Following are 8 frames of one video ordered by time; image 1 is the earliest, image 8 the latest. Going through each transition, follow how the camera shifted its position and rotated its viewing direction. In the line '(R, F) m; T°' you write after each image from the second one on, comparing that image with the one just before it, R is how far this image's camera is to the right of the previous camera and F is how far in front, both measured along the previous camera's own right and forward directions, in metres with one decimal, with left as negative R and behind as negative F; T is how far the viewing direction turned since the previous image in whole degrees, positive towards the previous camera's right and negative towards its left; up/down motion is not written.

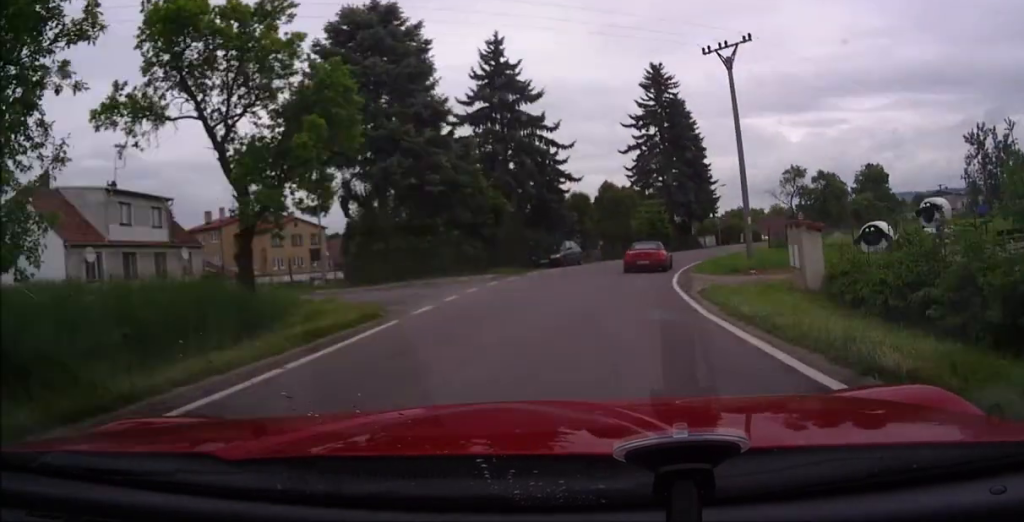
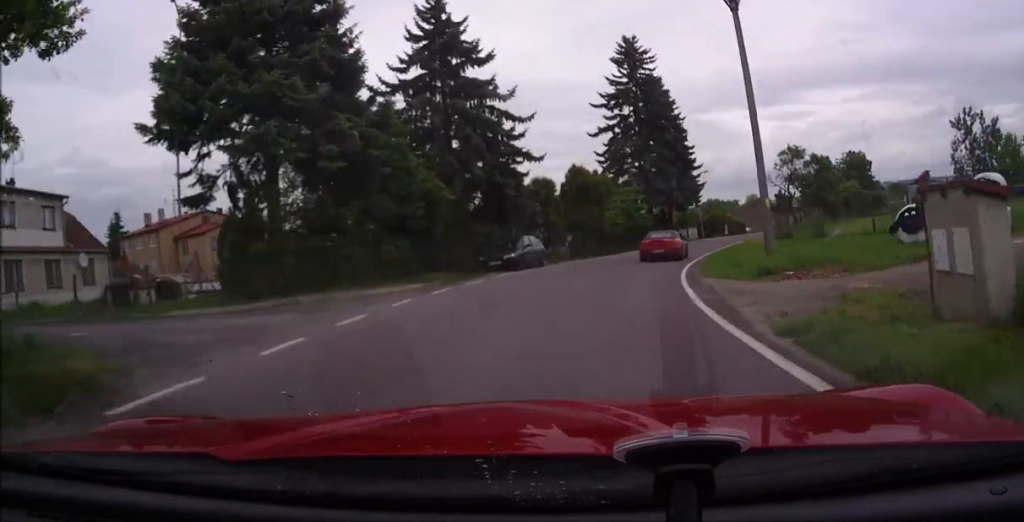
(0.0, +8.0) m; 0°
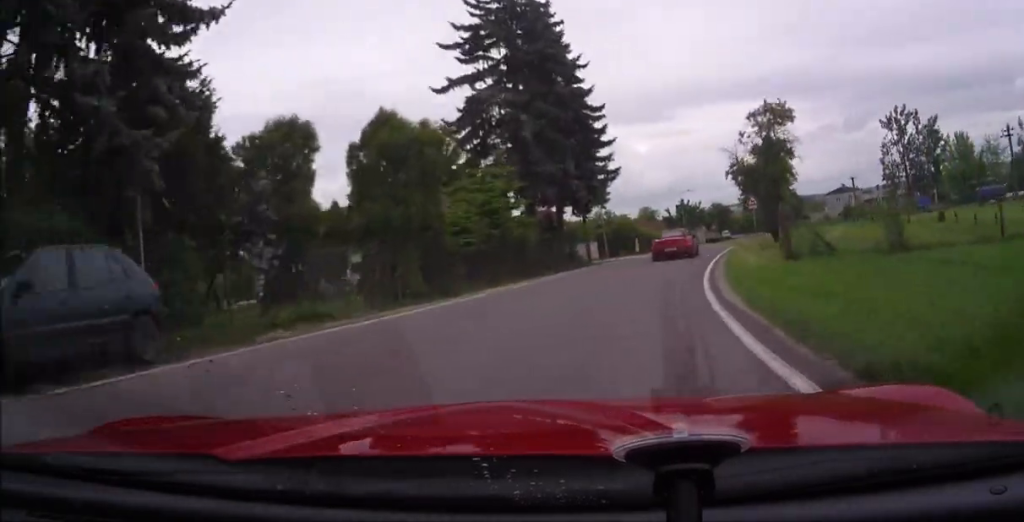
(0.0, +21.3) m; 0°
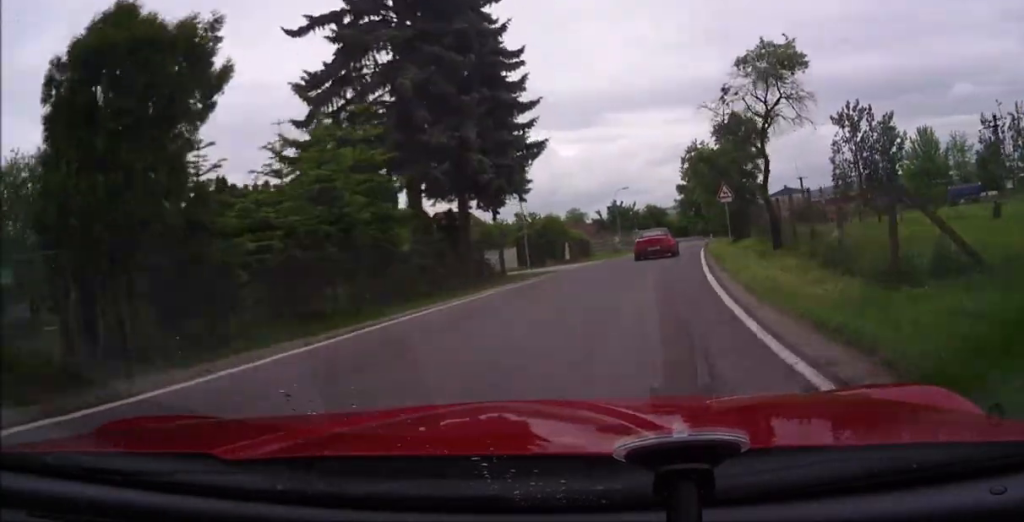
(0.0, +10.5) m; +1°
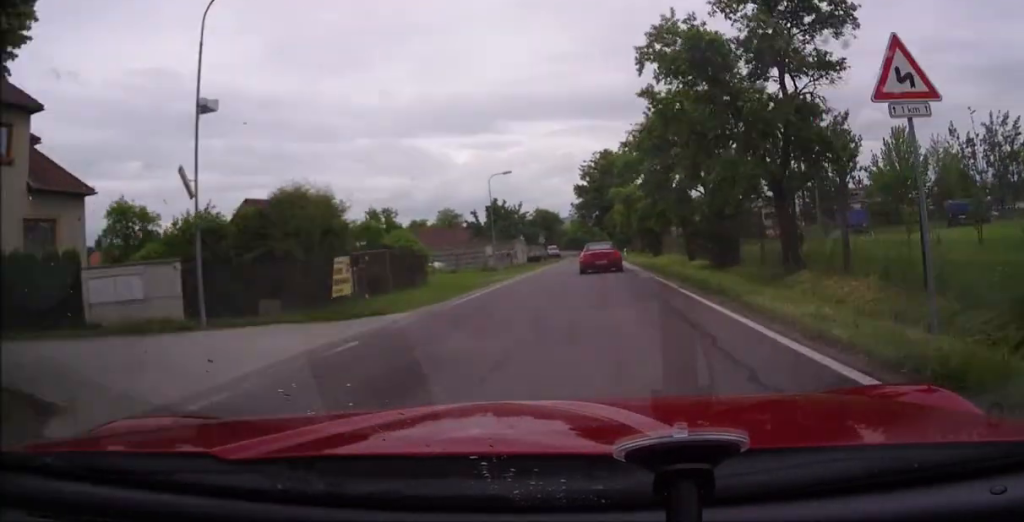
(+1.8, +23.8) m; +14°
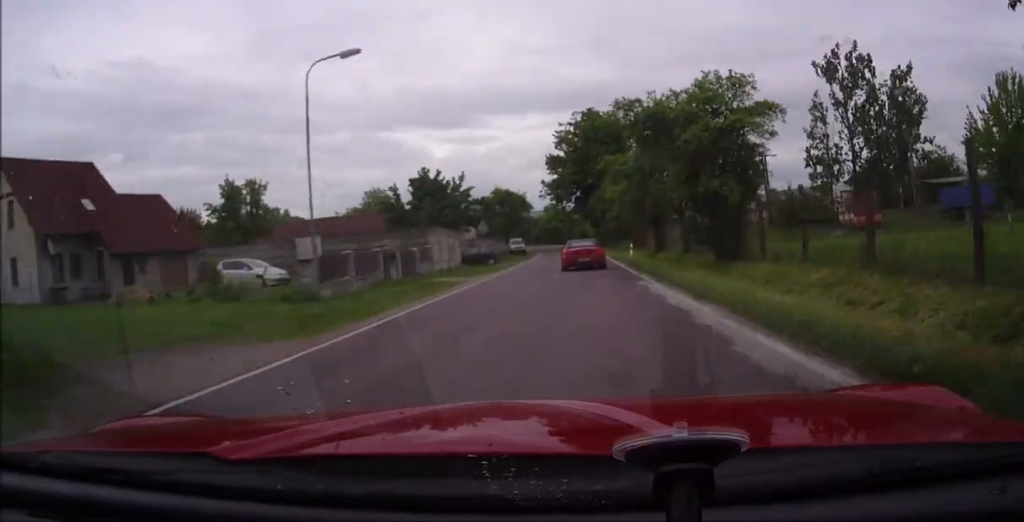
(+5.3, +28.1) m; +15°
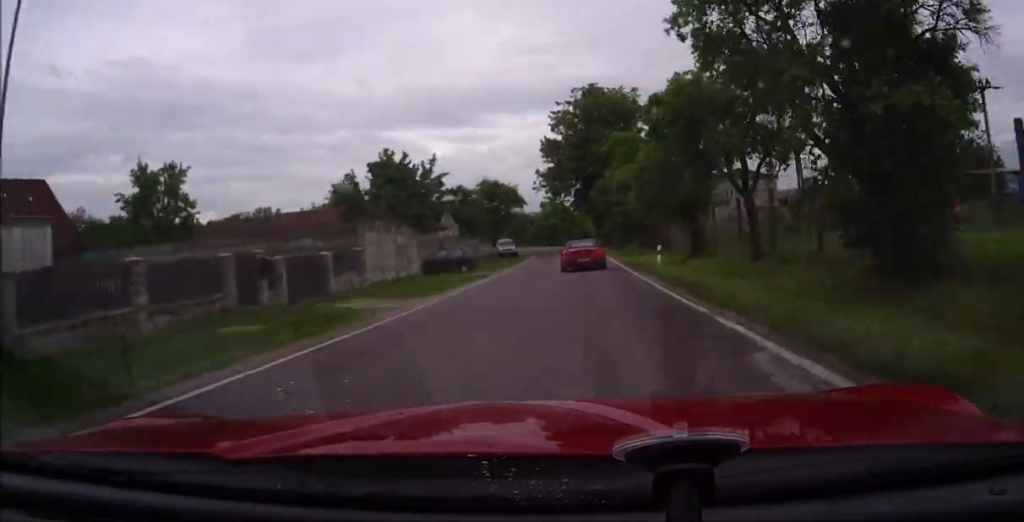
(0.0, +11.9) m; 0°
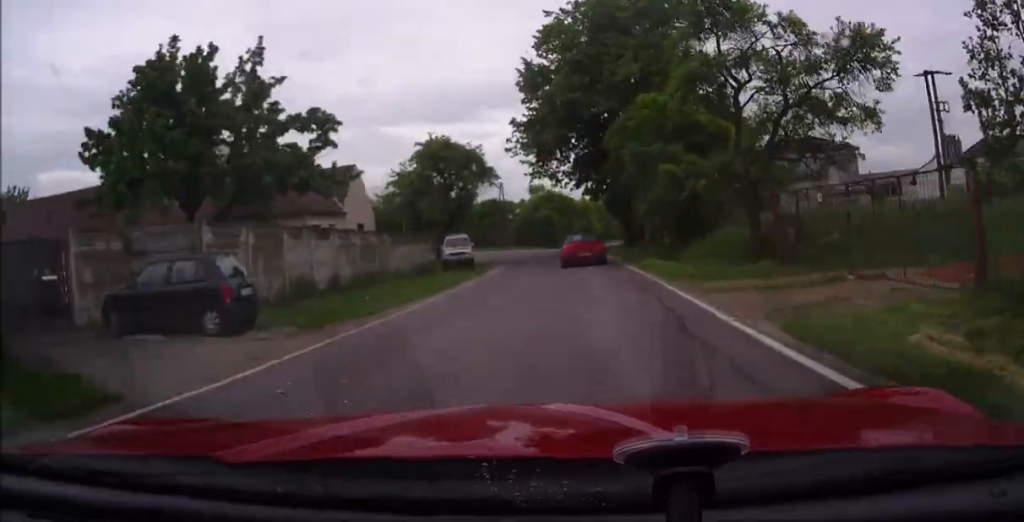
(-0.3, +27.1) m; -3°
